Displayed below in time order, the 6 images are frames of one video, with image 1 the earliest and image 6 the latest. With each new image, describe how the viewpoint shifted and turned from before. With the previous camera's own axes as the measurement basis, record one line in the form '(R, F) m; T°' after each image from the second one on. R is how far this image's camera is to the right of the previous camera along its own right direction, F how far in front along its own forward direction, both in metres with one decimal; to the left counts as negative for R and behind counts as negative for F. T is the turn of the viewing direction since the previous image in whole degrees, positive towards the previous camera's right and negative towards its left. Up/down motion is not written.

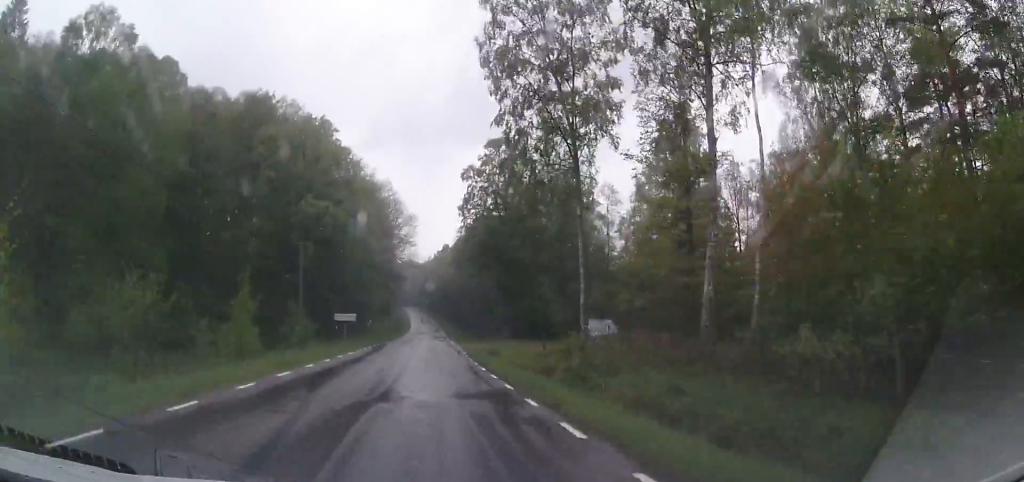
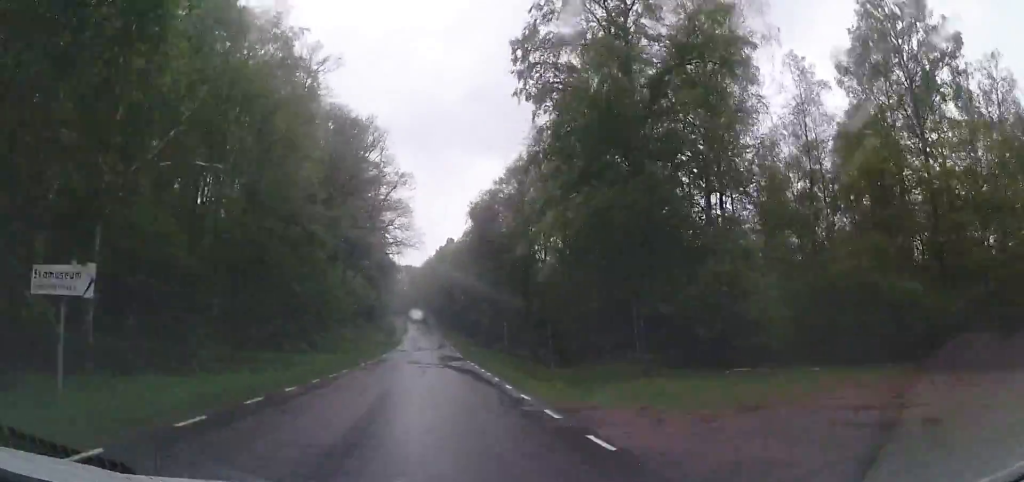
(+0.6, +33.3) m; +1°
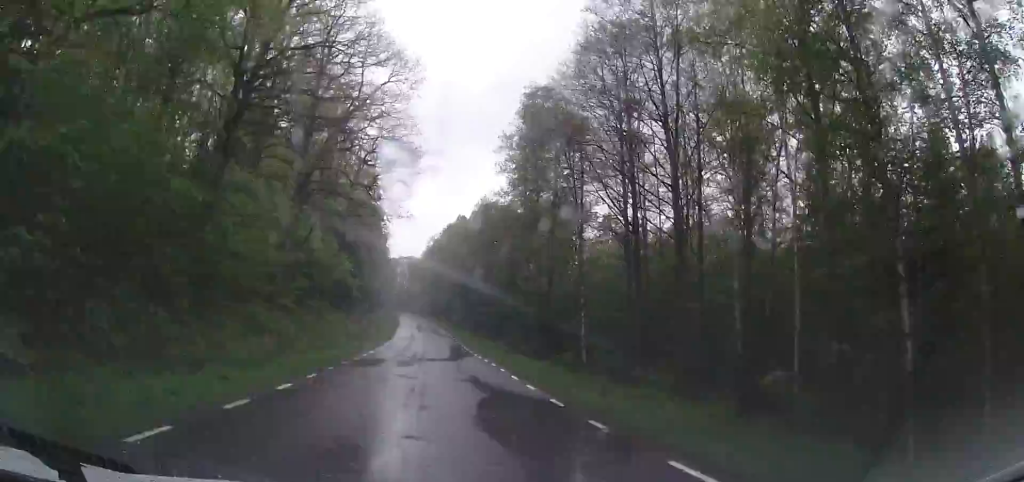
(-0.5, +28.1) m; -2°
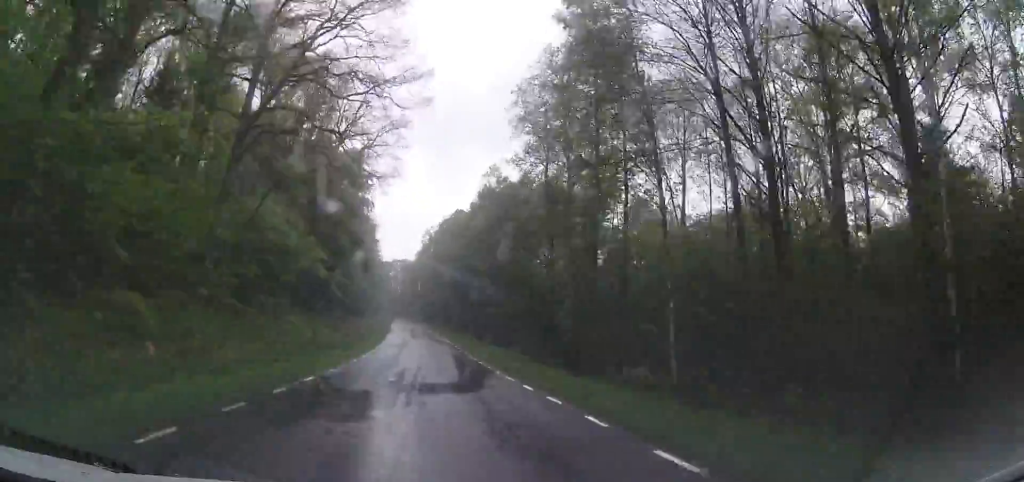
(-0.1, +11.4) m; 0°
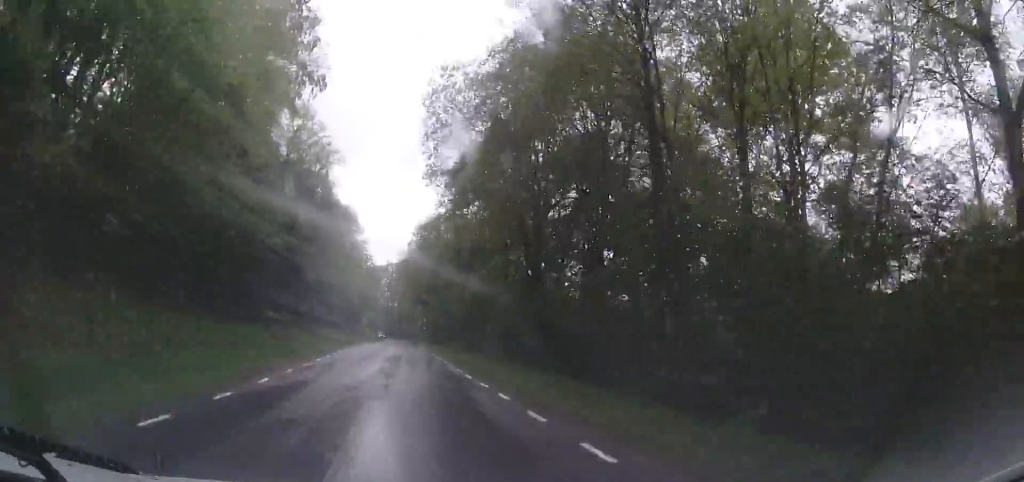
(+2.2, +52.7) m; +2°
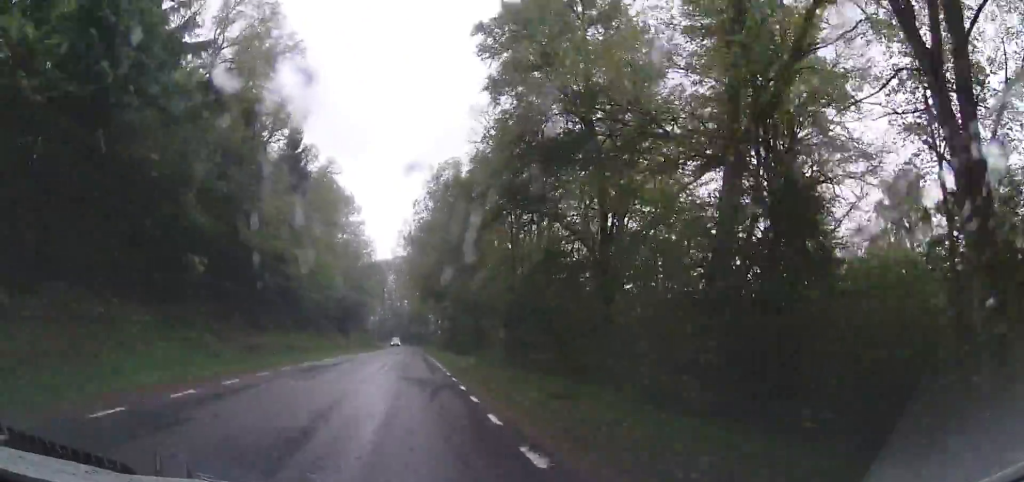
(-0.4, +26.6) m; 0°
